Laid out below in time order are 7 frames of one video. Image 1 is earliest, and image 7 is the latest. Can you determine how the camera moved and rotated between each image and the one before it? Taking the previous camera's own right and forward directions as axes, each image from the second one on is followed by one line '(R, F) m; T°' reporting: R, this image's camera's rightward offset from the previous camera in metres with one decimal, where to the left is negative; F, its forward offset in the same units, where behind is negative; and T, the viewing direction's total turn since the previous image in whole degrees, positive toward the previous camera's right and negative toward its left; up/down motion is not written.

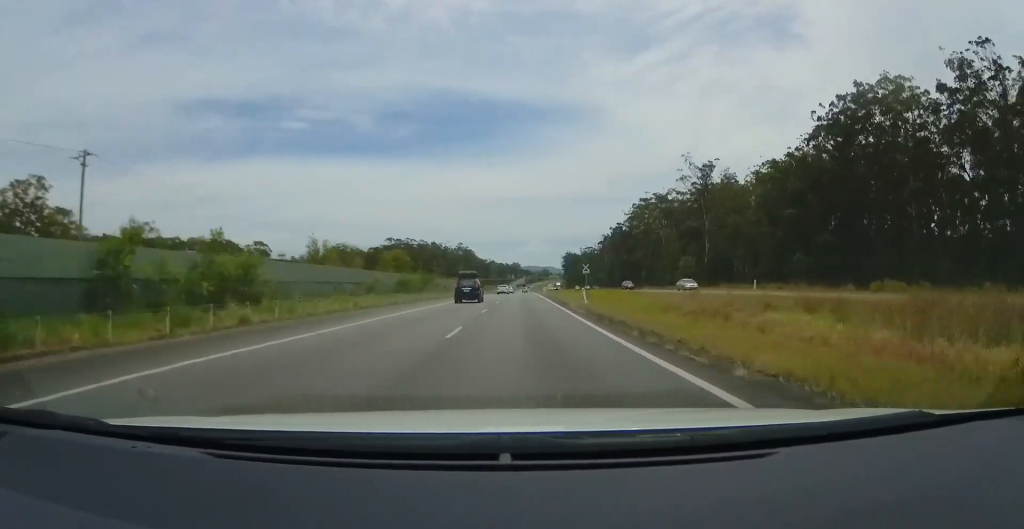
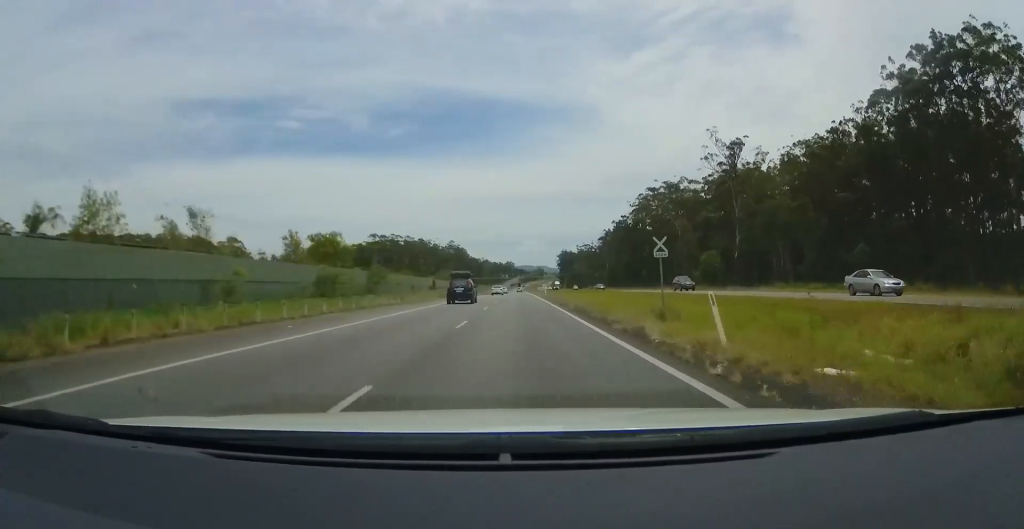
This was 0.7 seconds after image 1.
(+0.1, +21.5) m; +1°
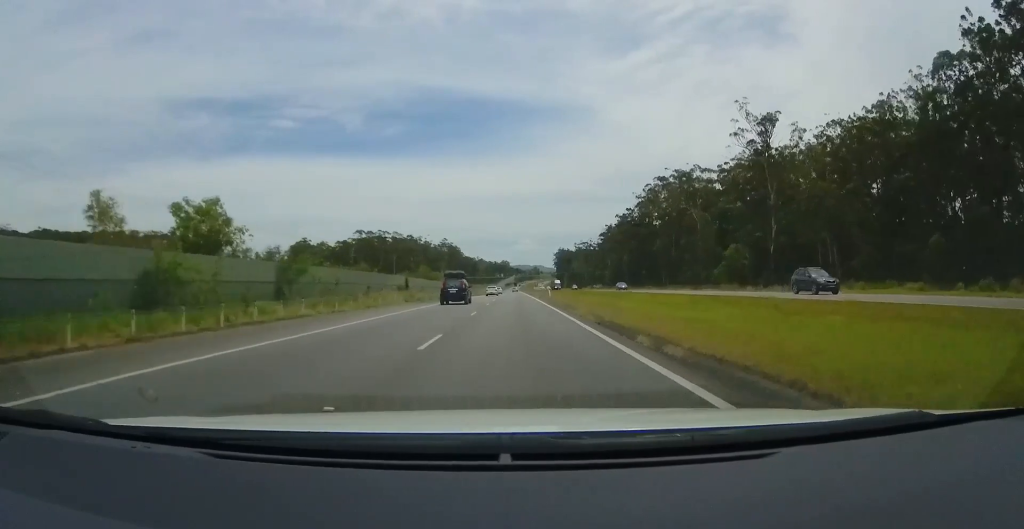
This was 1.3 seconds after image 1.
(0.0, +16.7) m; +1°
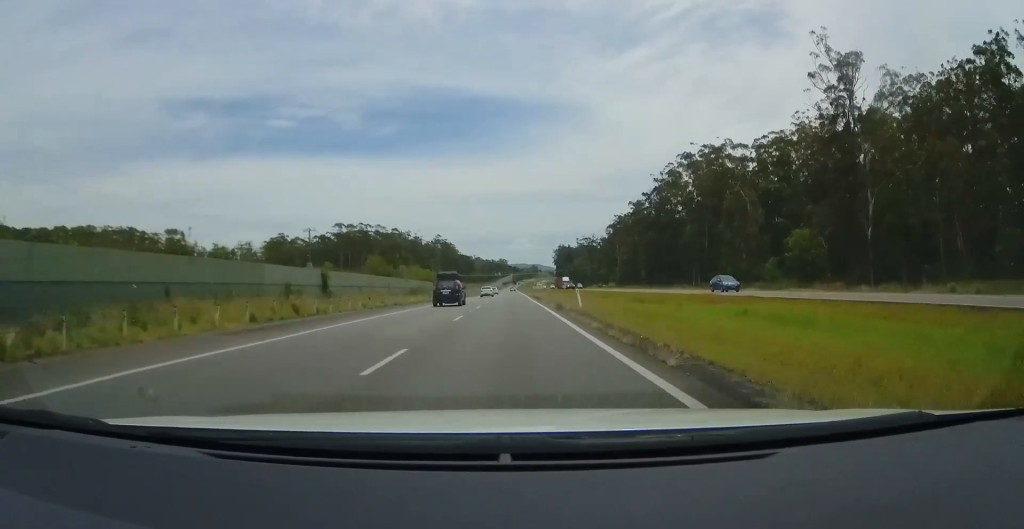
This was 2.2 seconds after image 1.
(+0.7, +26.4) m; +1°
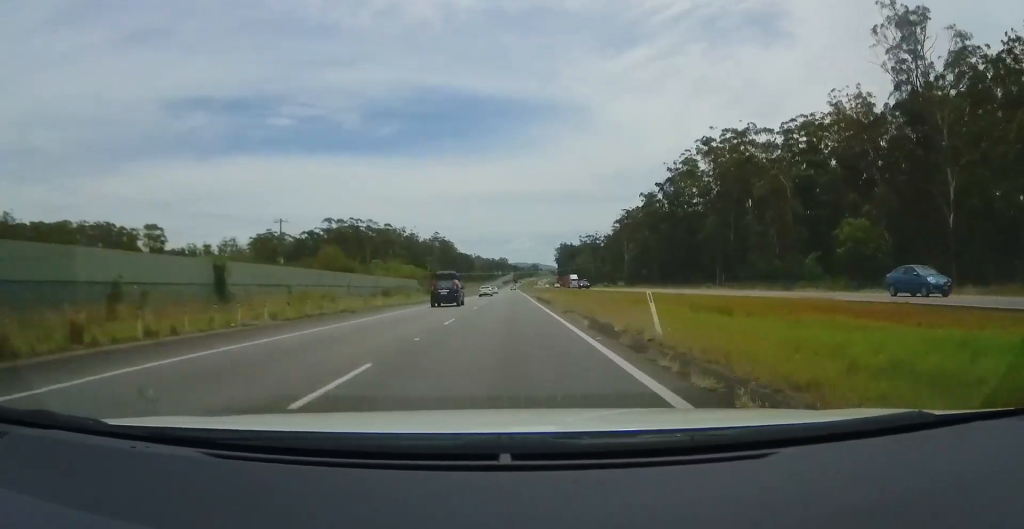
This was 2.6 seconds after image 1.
(0.0, +14.5) m; 0°
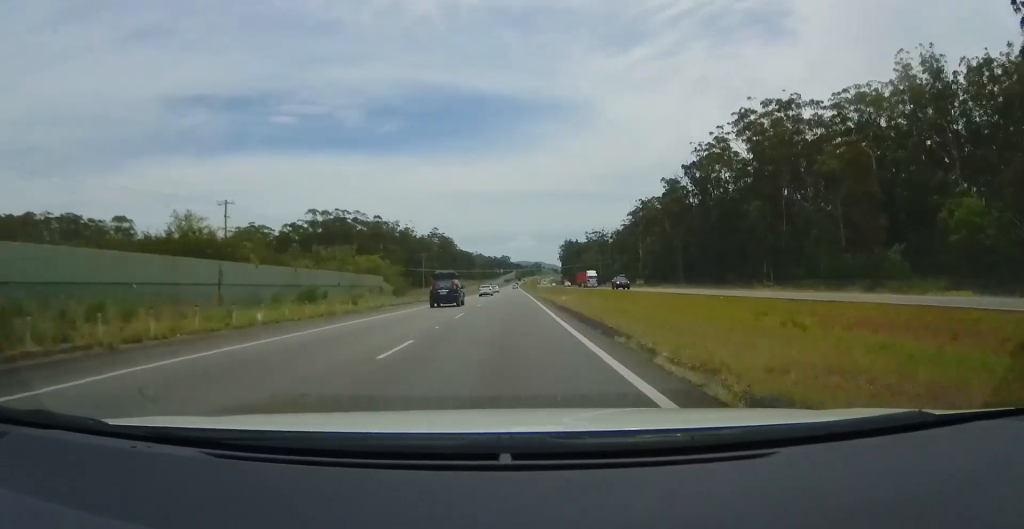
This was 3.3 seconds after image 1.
(0.0, +20.5) m; -1°
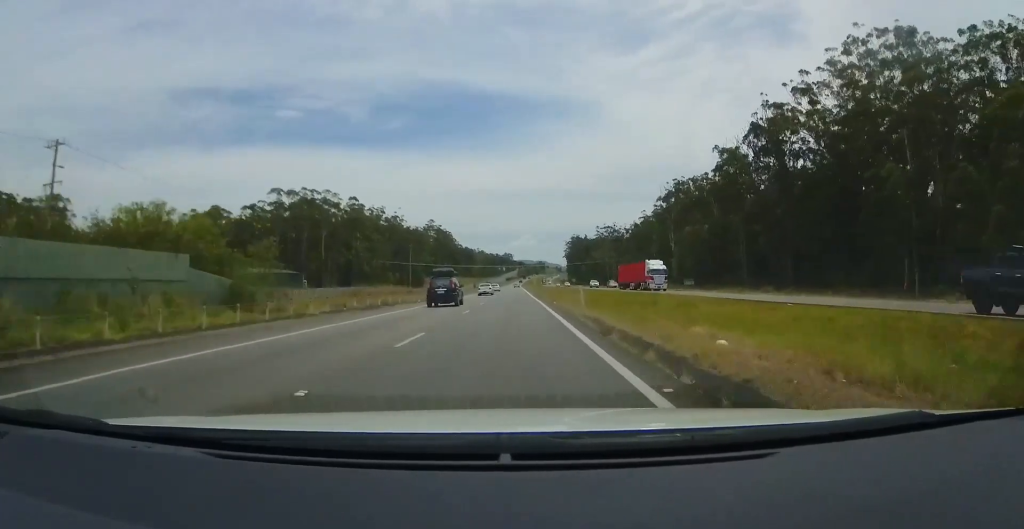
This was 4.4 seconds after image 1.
(-0.6, +33.8) m; -1°
